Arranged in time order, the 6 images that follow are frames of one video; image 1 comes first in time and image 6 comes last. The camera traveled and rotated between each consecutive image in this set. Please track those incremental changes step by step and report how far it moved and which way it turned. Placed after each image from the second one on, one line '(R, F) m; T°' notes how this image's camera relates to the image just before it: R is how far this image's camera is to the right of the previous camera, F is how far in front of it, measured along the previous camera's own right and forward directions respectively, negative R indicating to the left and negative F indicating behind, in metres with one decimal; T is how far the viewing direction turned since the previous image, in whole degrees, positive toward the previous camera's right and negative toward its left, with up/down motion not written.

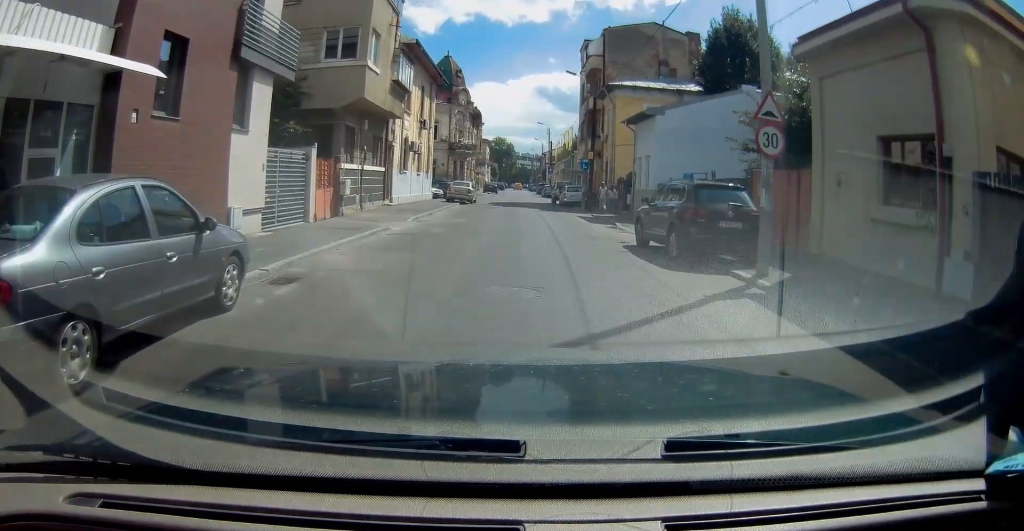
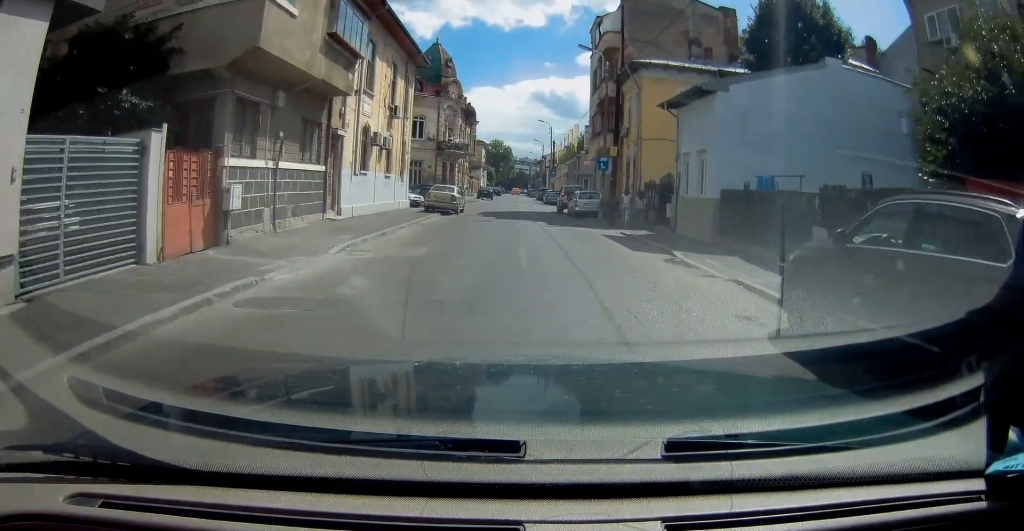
(-0.2, +8.2) m; -1°
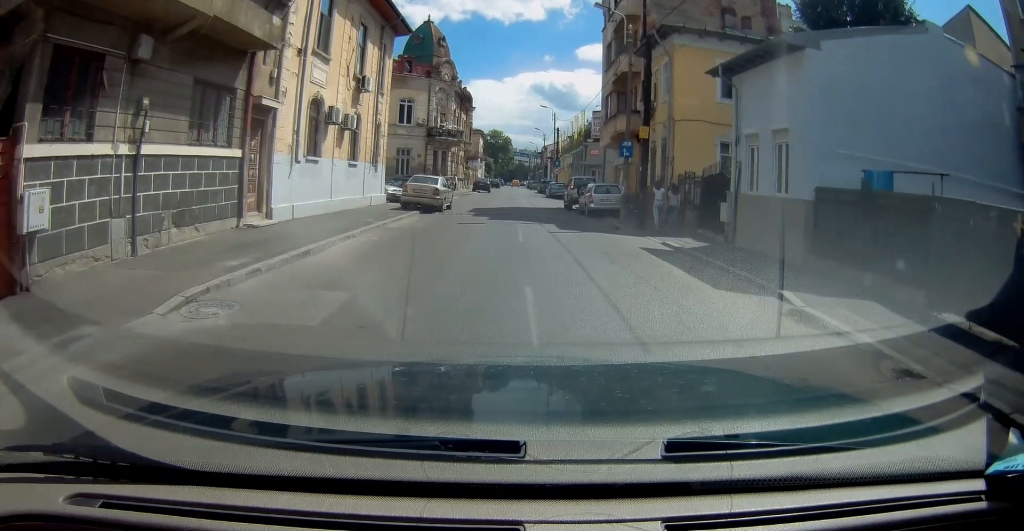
(0.0, +5.9) m; +1°
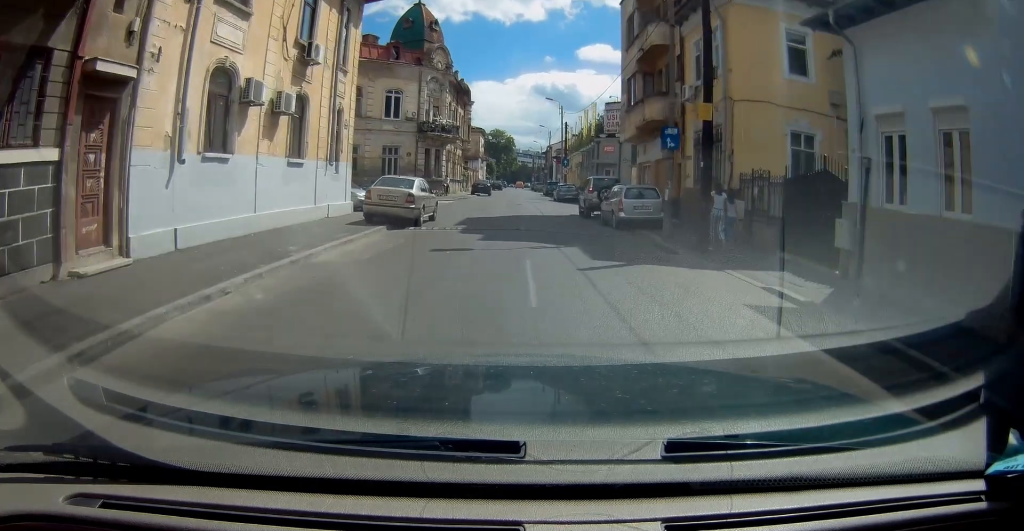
(0.0, +6.0) m; -1°
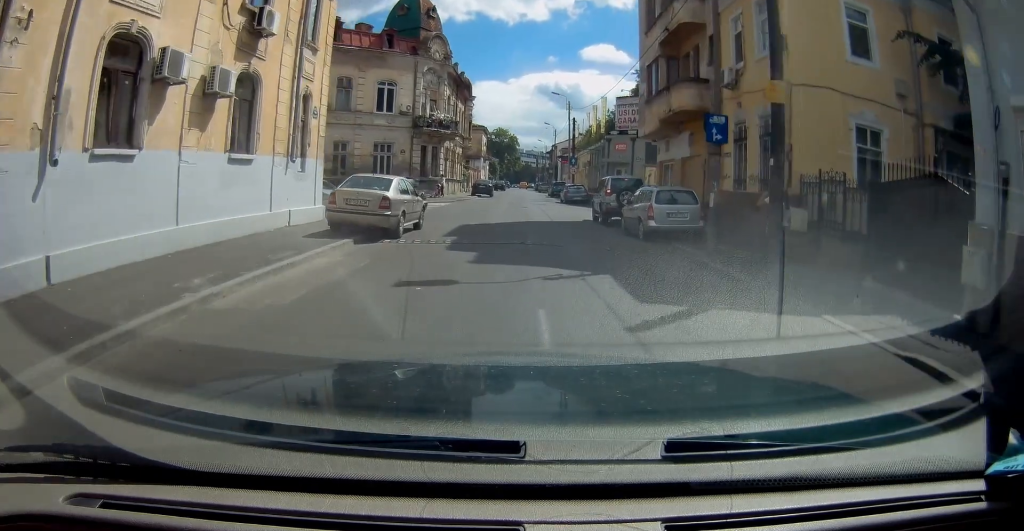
(+0.1, +3.8) m; -2°
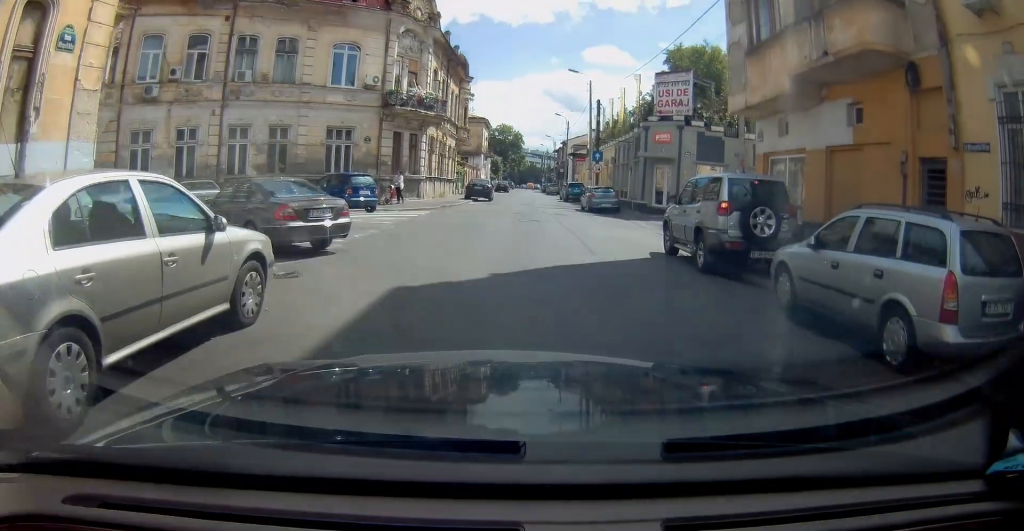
(-0.7, +12.2) m; -5°
